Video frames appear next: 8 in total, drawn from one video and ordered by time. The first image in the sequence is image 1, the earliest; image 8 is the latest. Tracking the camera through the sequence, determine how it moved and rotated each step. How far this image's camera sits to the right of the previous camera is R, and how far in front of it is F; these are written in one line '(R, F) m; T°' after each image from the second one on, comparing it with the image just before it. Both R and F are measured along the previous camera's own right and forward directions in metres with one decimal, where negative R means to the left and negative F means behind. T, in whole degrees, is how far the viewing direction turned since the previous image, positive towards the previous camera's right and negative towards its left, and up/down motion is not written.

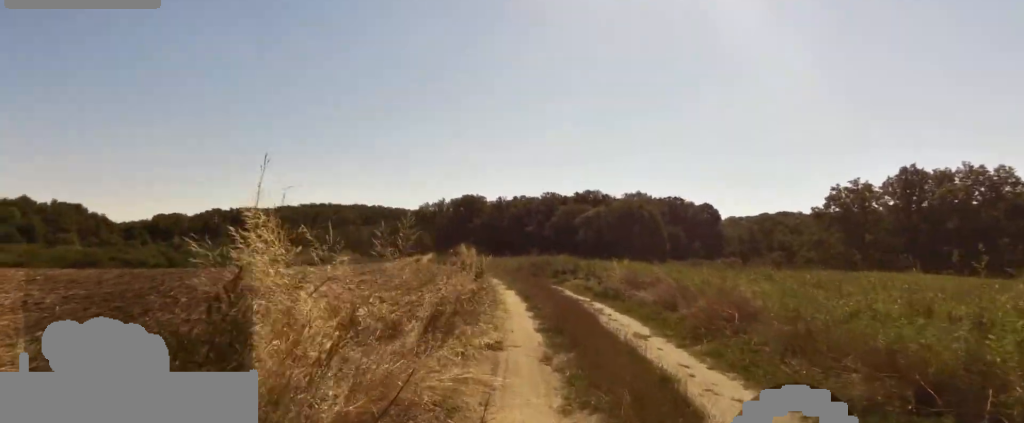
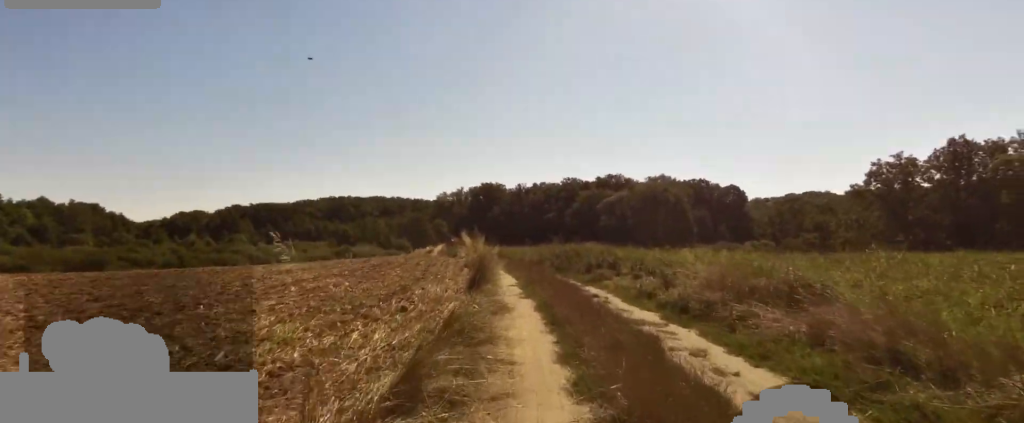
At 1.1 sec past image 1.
(+0.9, +5.6) m; -5°
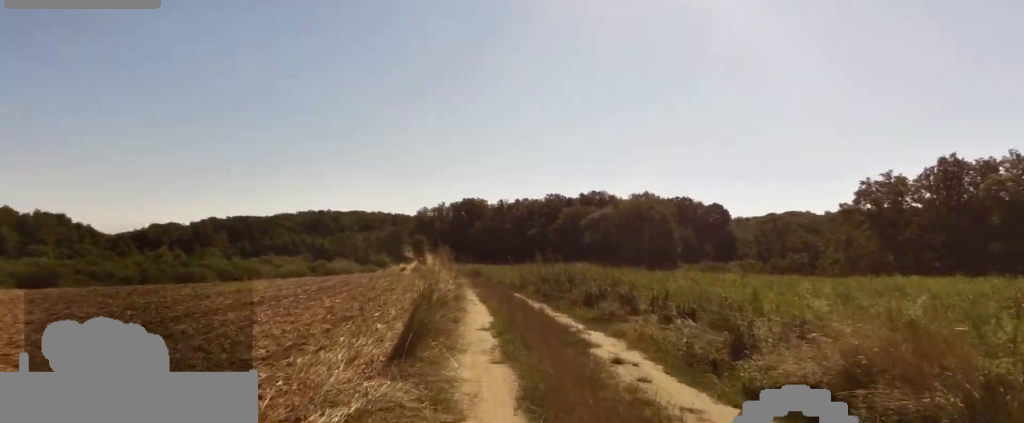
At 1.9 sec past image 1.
(-1.1, +4.5) m; 0°
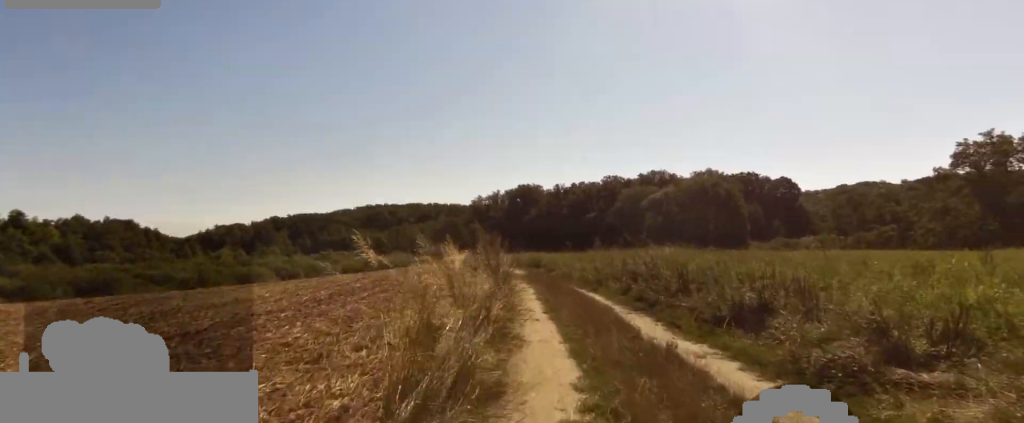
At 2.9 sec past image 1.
(+0.9, +5.9) m; 0°
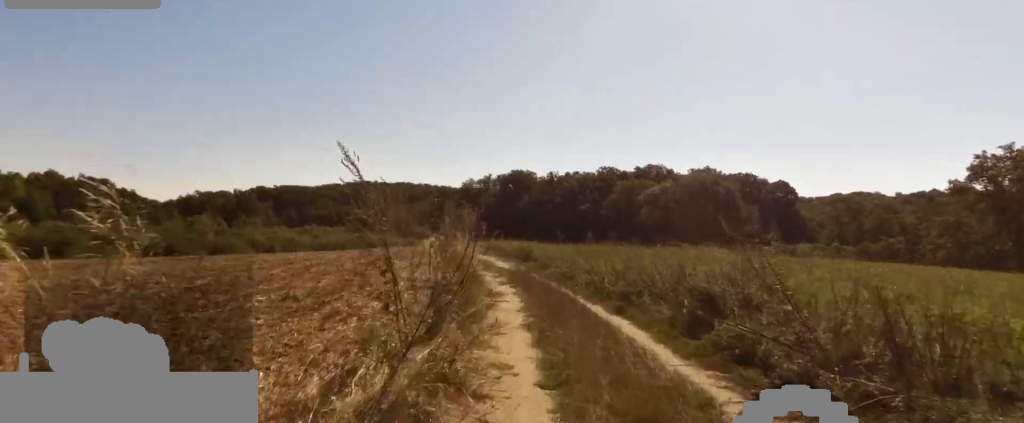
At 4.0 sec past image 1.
(-1.0, +6.5) m; -13°
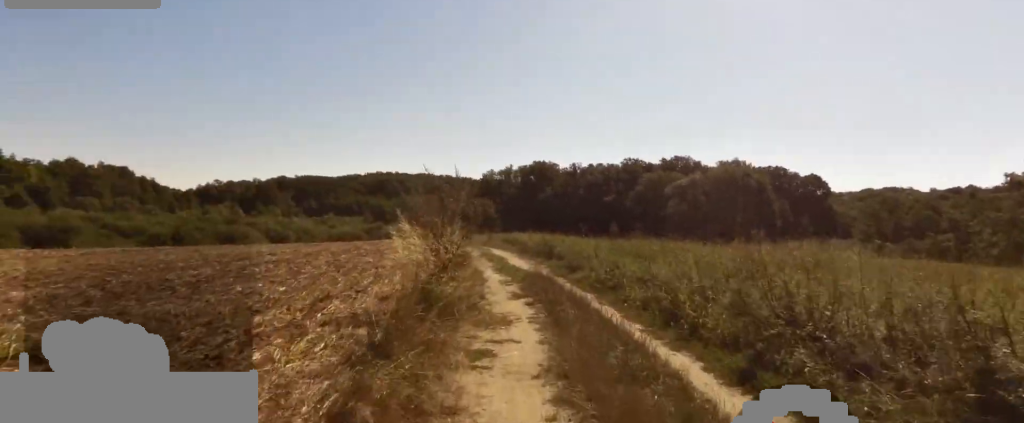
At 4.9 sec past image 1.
(-0.1, +5.1) m; +10°
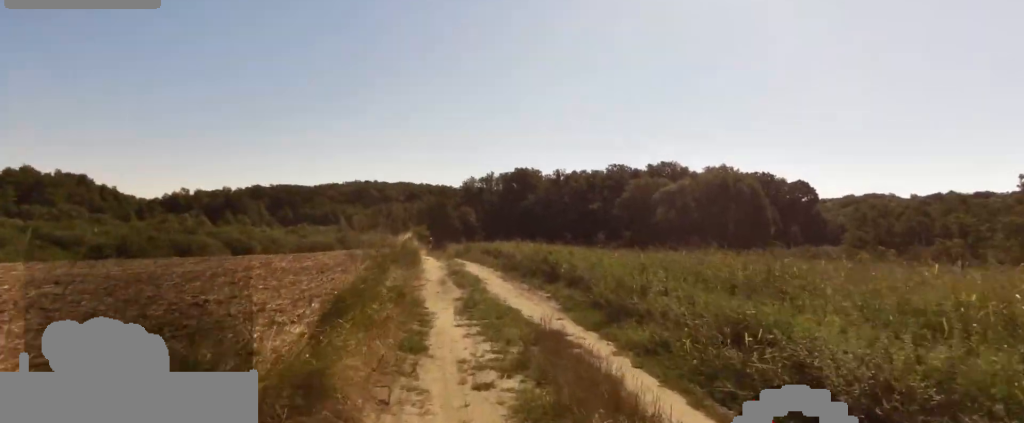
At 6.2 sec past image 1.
(+1.3, +7.6) m; +1°
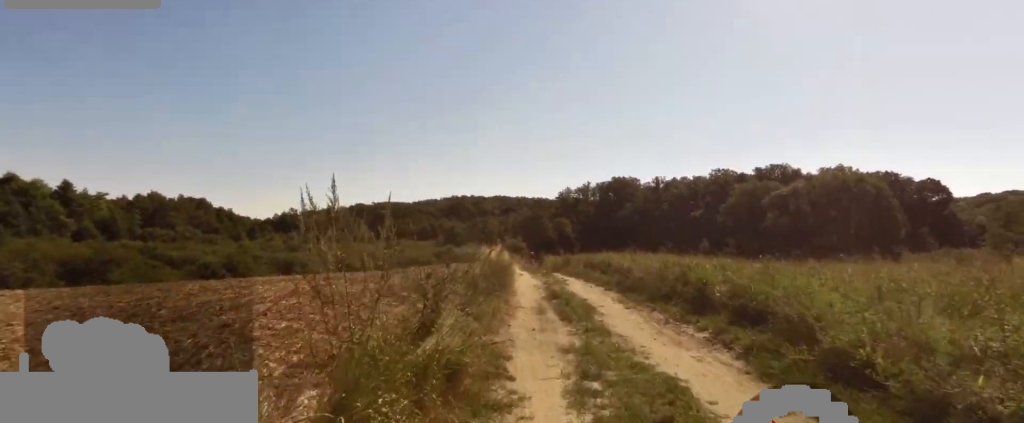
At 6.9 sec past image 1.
(-0.8, +4.1) m; -10°
